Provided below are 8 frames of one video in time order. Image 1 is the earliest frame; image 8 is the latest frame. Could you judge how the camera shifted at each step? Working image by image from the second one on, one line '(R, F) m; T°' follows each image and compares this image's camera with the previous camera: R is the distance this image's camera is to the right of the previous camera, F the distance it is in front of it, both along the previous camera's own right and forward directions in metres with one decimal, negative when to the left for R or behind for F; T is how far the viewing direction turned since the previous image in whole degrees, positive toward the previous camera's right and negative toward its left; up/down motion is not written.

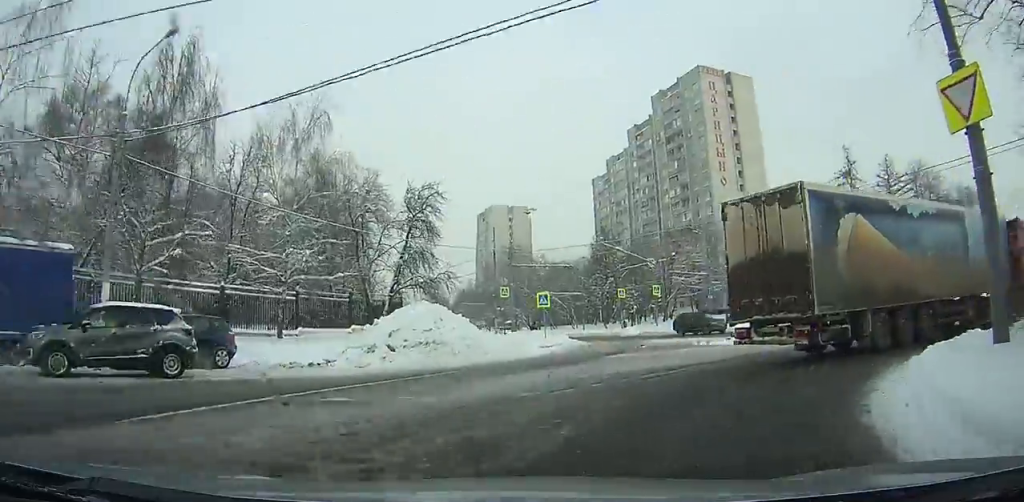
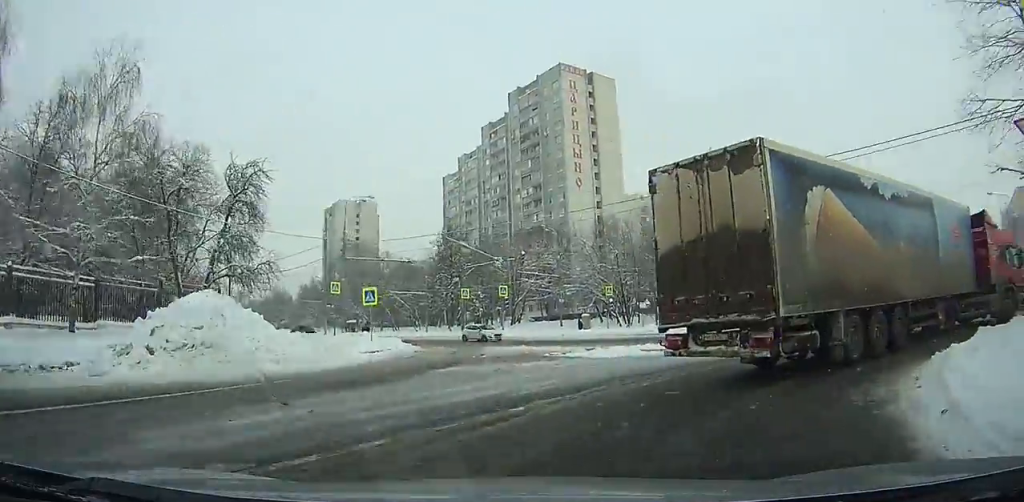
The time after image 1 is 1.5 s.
(+0.1, +4.6) m; +17°
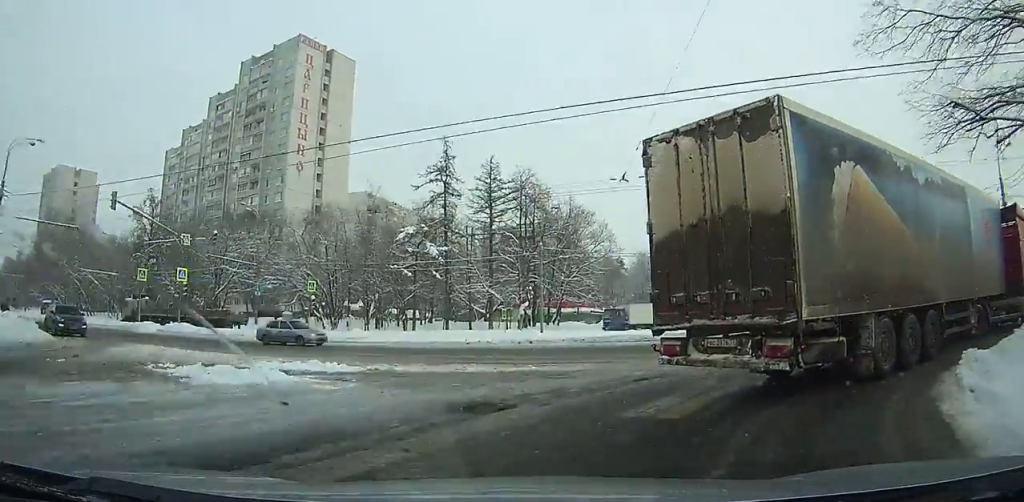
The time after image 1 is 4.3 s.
(+2.8, +7.5) m; +42°
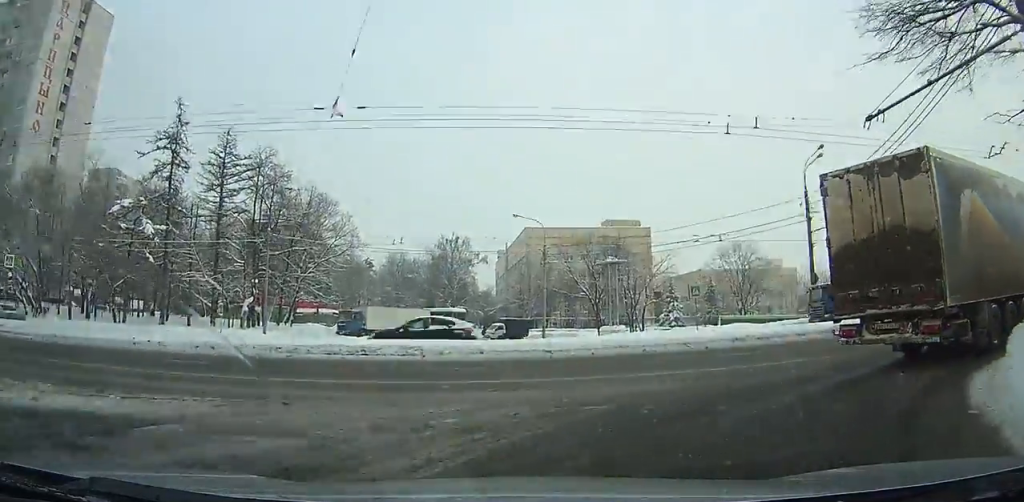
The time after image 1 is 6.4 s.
(+1.8, +6.9) m; +30°
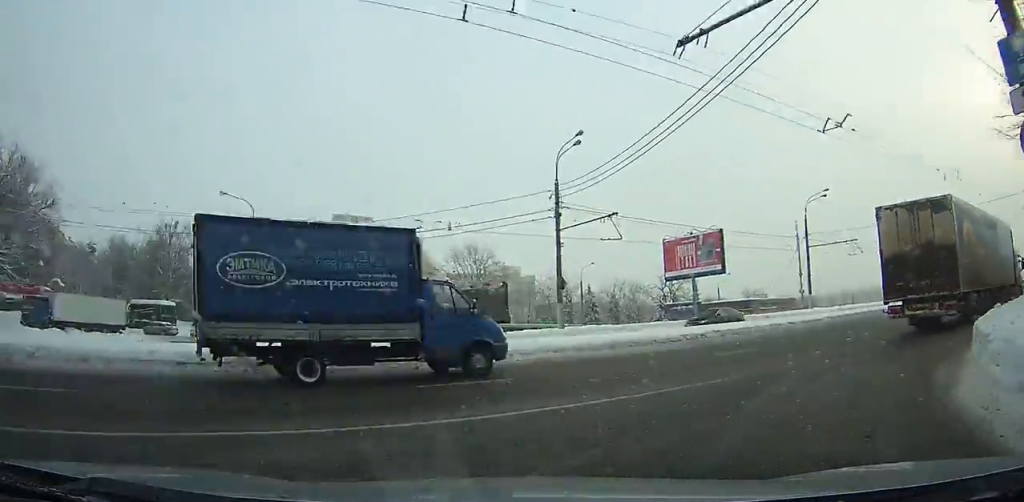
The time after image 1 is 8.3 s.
(+2.0, +7.2) m; +21°
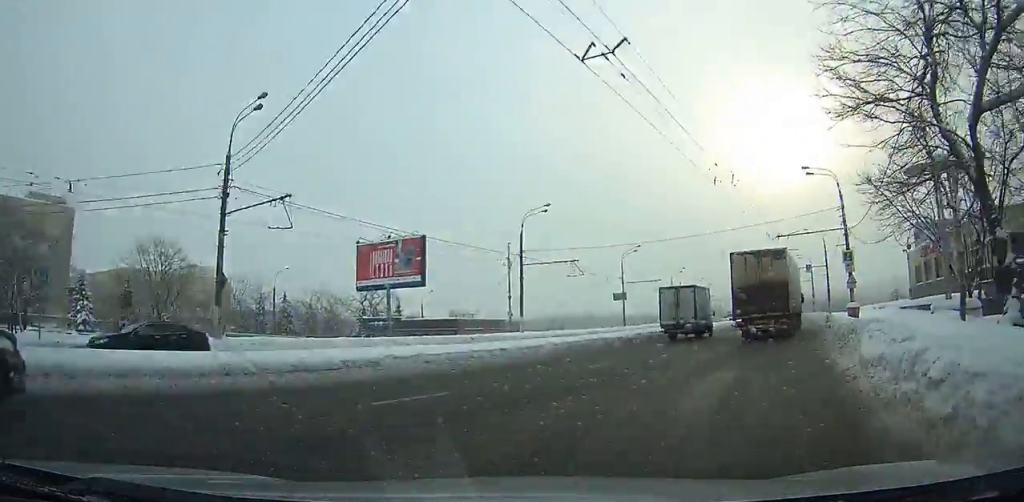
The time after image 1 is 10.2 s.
(+1.2, +8.8) m; +17°
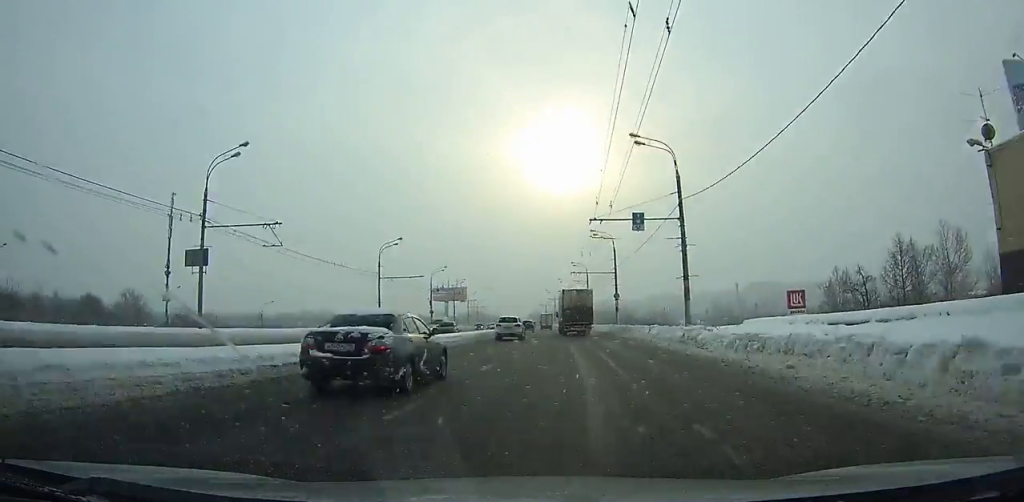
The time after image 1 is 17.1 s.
(+6.3, +54.3) m; +7°
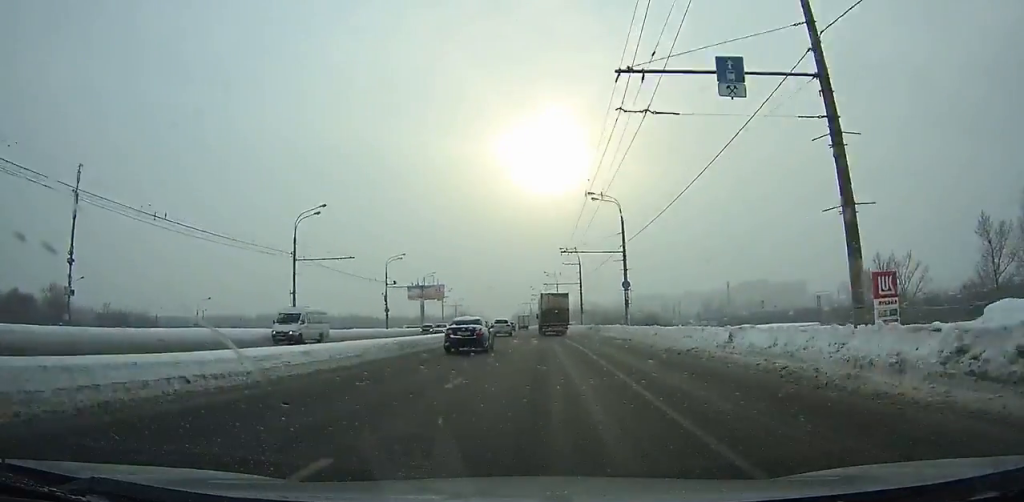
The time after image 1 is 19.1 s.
(+0.2, +20.8) m; 0°
